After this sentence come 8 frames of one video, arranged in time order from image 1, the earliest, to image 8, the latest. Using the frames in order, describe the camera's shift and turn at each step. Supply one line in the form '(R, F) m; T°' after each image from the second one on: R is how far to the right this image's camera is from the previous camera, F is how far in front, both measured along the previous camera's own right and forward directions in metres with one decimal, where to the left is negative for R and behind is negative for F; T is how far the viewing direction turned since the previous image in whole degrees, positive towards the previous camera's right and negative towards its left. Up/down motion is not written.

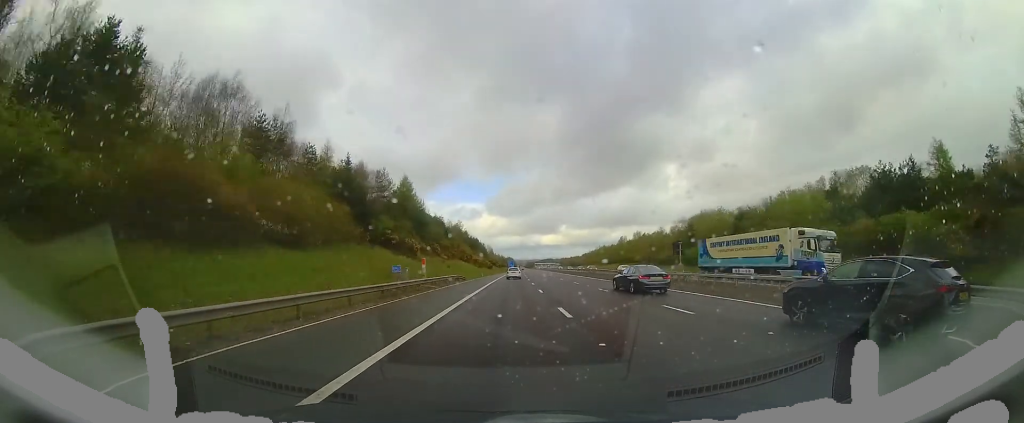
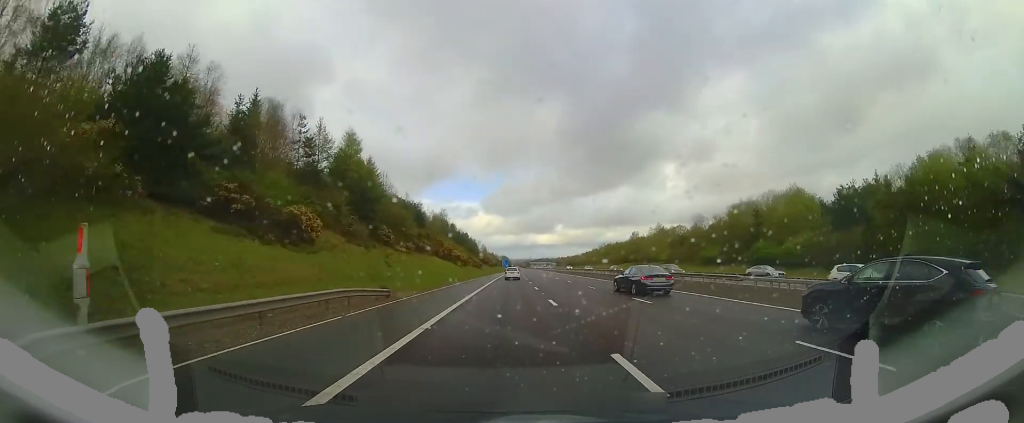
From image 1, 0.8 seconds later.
(+0.2, +23.8) m; 0°
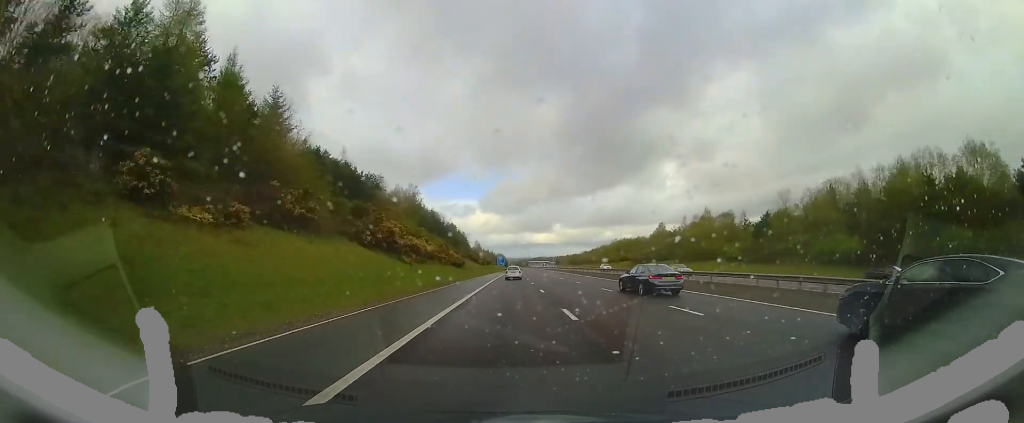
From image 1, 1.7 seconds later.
(+0.1, +30.1) m; +1°
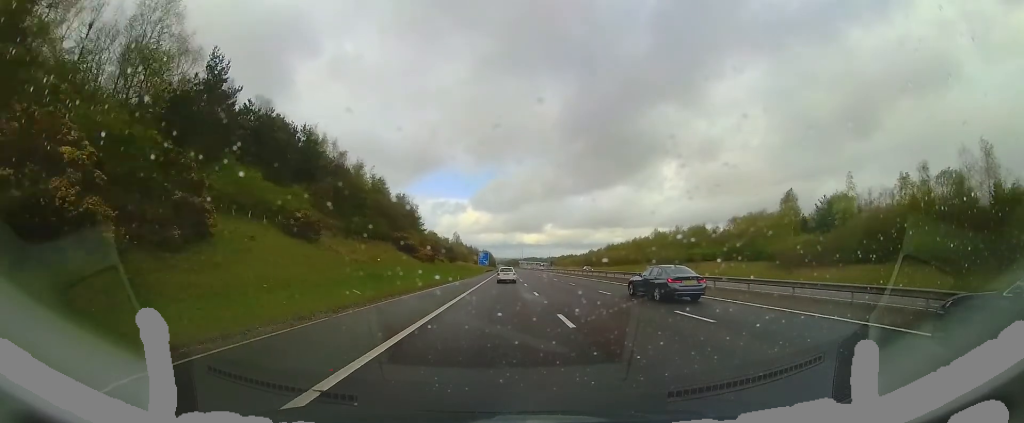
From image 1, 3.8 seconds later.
(+0.6, +63.2) m; +1°
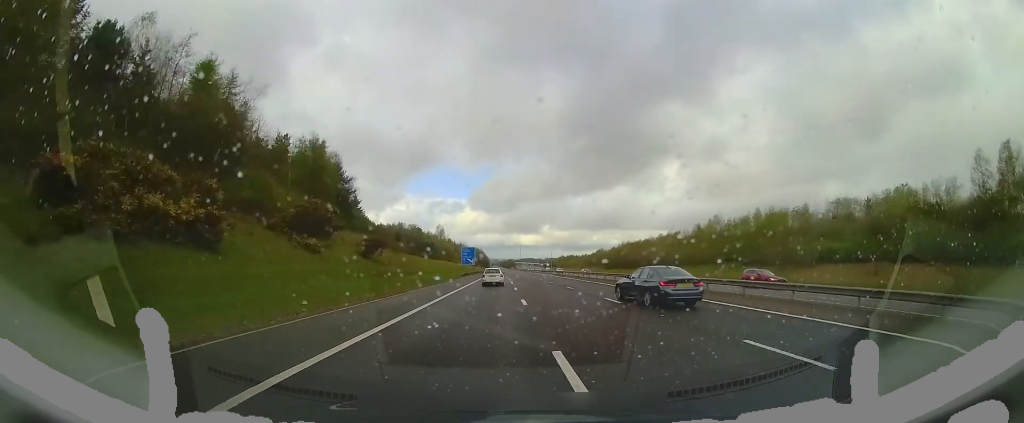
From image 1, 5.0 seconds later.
(+0.5, +39.5) m; +1°
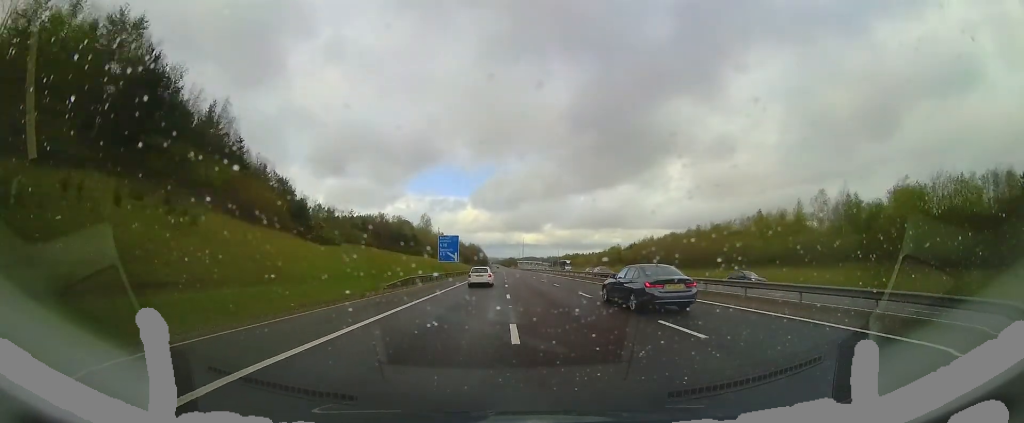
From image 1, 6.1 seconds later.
(-0.1, +33.4) m; -1°
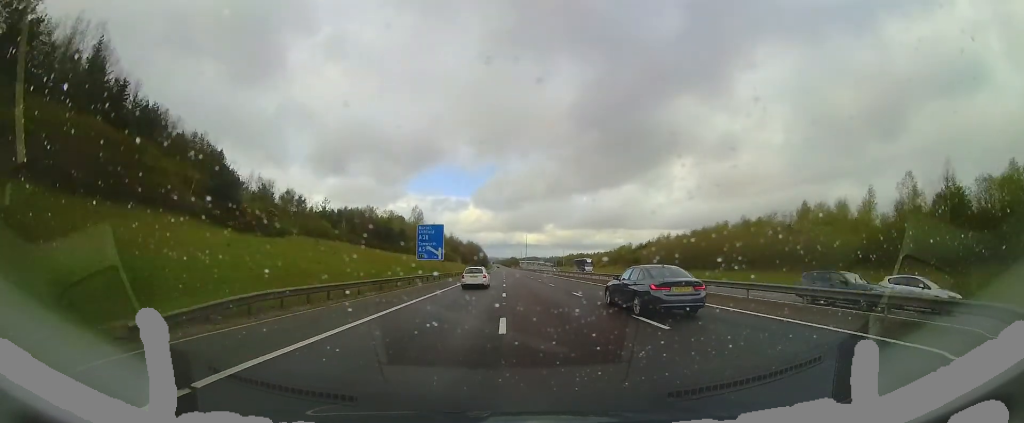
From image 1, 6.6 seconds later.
(-0.1, +16.8) m; 0°
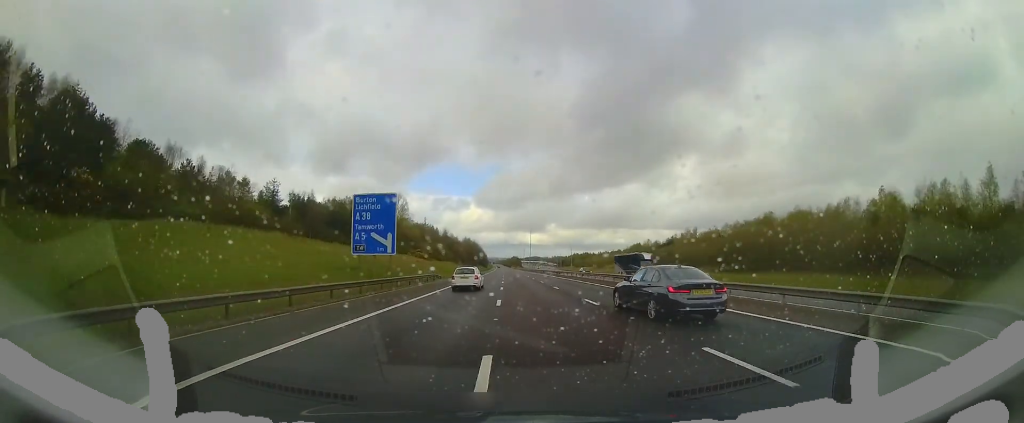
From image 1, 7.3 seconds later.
(-0.1, +22.0) m; 0°
